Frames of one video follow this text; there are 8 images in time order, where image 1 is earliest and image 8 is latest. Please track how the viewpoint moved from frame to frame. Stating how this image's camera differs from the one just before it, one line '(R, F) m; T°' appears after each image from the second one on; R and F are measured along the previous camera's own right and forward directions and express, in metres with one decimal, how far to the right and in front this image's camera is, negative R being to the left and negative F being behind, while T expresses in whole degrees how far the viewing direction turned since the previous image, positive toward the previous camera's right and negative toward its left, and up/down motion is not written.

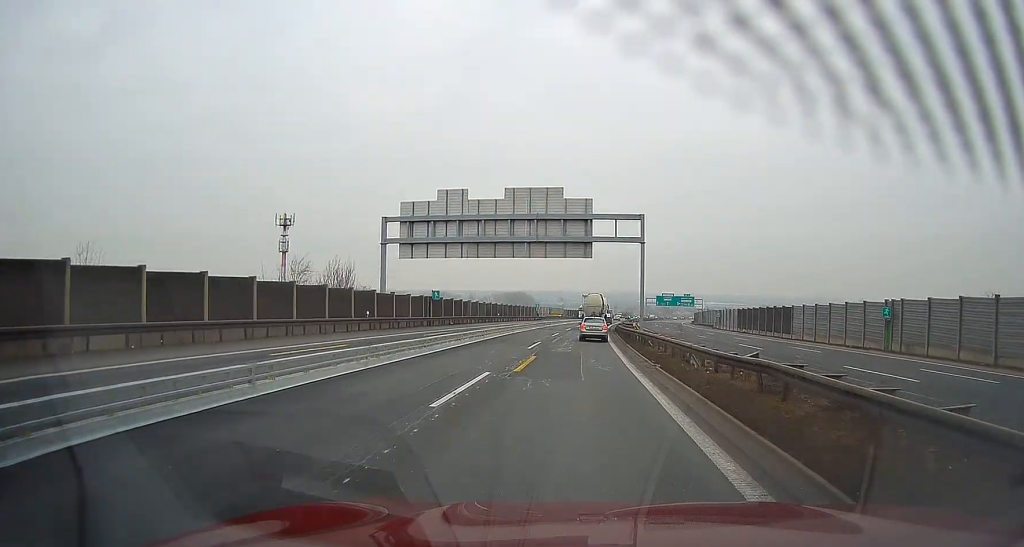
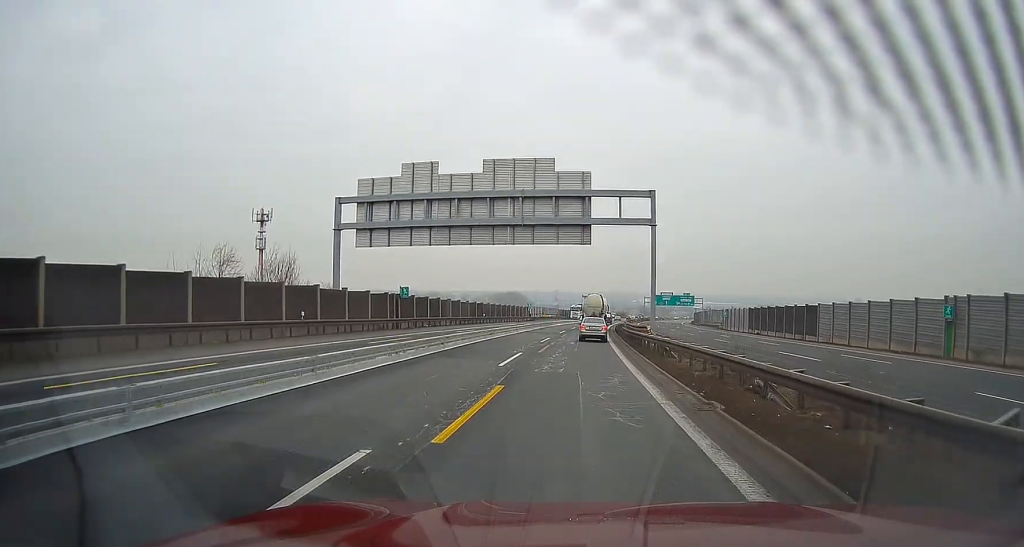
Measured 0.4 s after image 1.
(0.0, +9.3) m; 0°
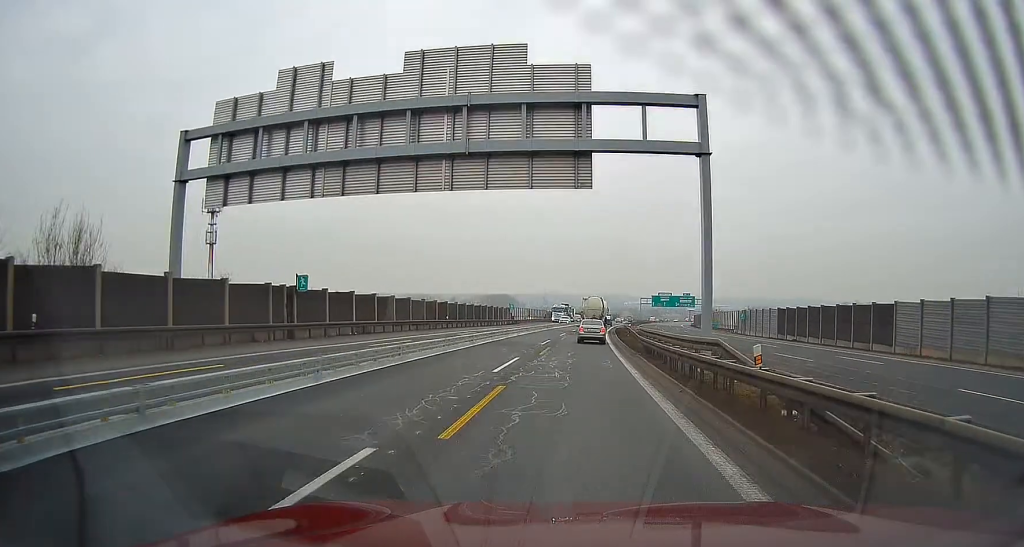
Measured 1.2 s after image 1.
(+0.2, +17.5) m; +1°
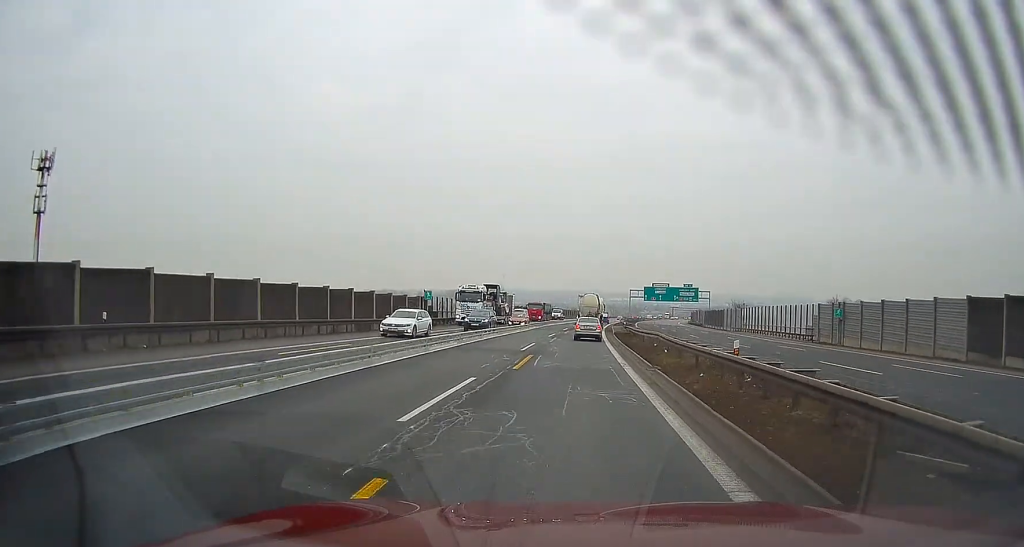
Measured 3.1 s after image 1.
(+0.5, +43.6) m; +2°
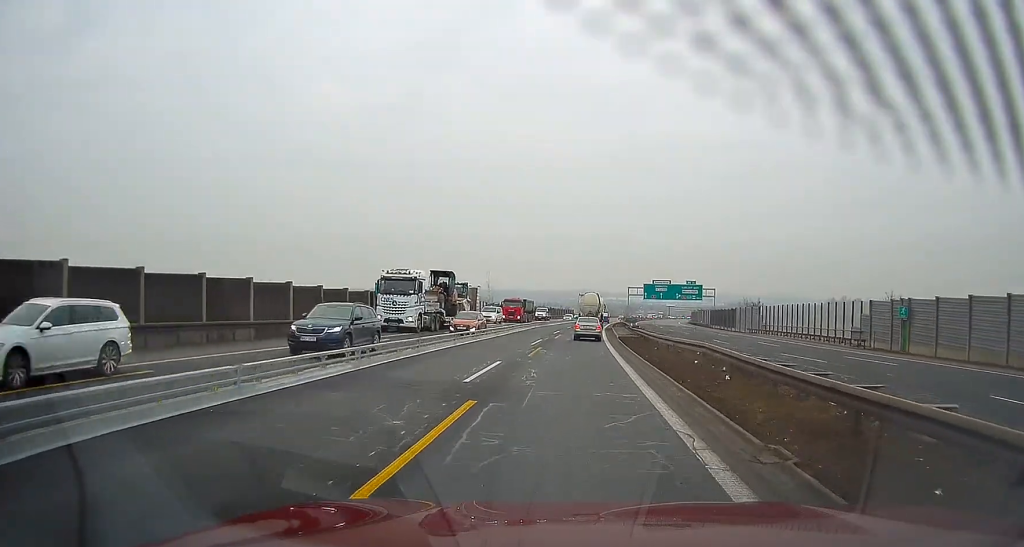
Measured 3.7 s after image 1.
(+0.2, +12.5) m; +1°
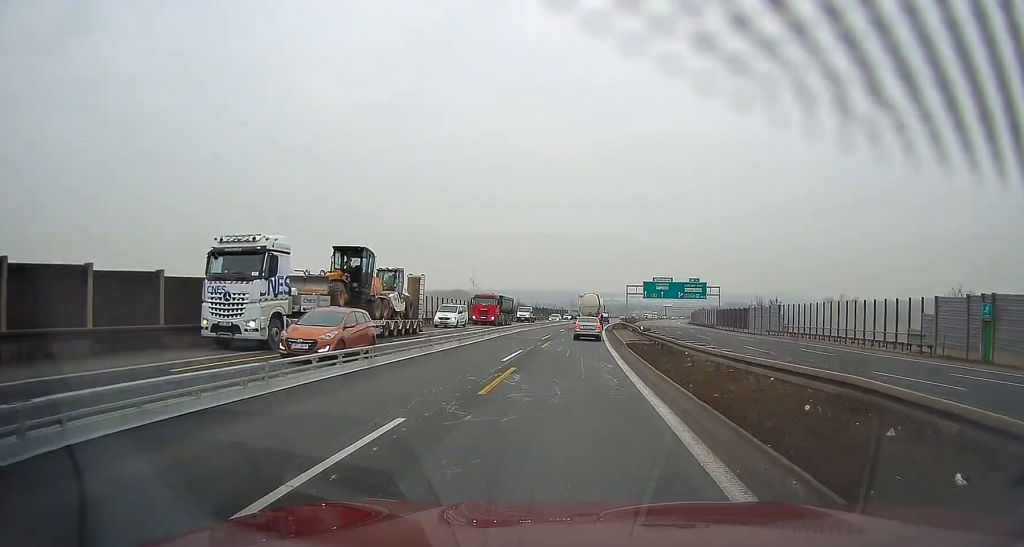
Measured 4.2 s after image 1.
(+0.1, +10.6) m; +1°
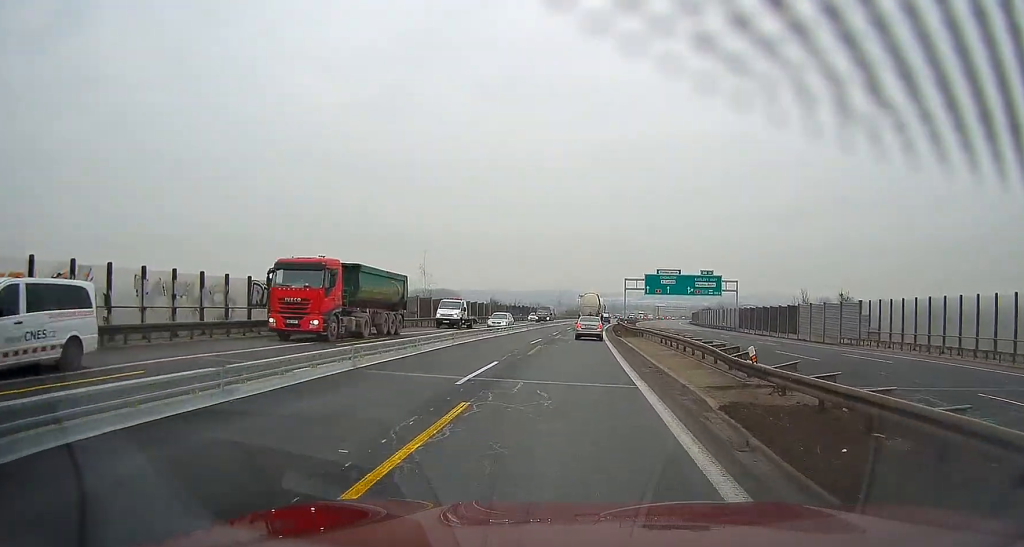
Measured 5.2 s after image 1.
(+0.2, +25.0) m; +1°
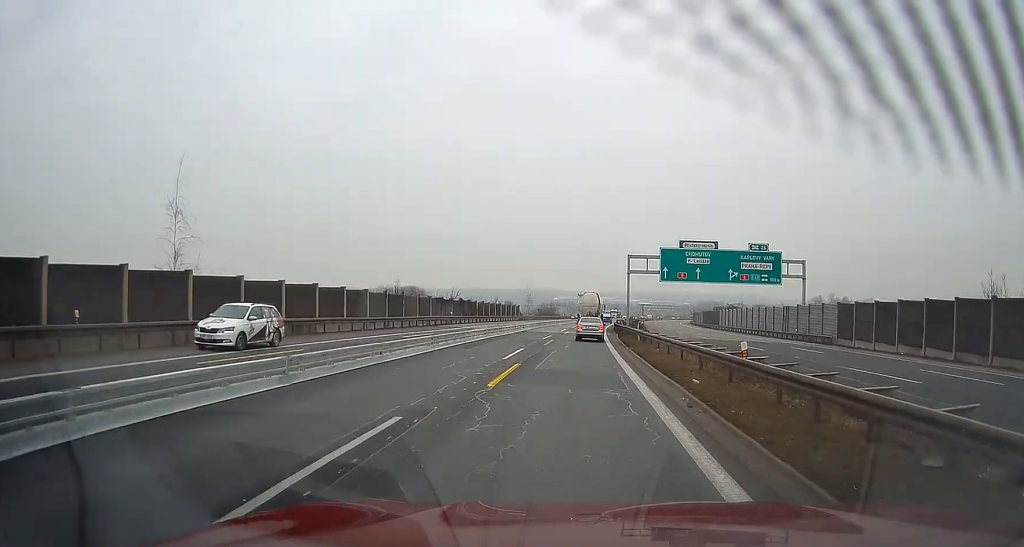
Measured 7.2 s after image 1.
(+1.2, +45.0) m; +3°
